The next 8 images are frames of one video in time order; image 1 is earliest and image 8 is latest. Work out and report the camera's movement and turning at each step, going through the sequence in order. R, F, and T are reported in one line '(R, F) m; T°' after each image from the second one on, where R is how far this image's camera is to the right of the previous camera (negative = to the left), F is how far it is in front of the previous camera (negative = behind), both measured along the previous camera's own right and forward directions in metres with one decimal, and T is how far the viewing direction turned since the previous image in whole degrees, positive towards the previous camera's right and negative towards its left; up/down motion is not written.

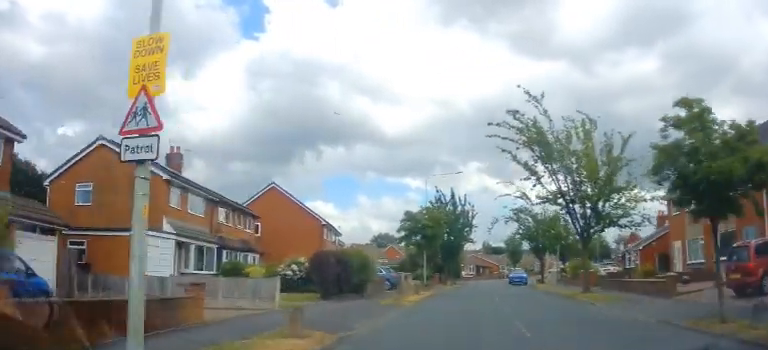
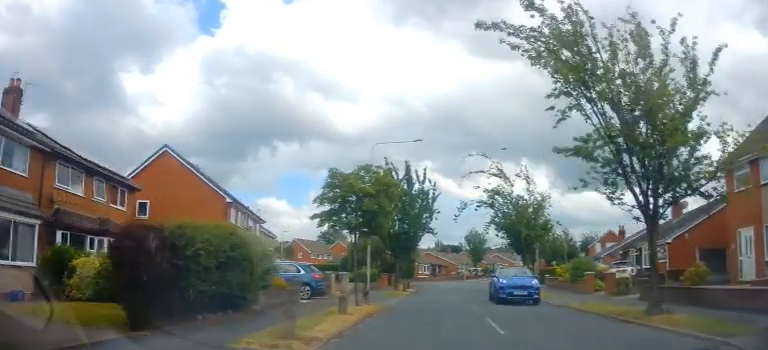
(+0.7, +10.6) m; +6°
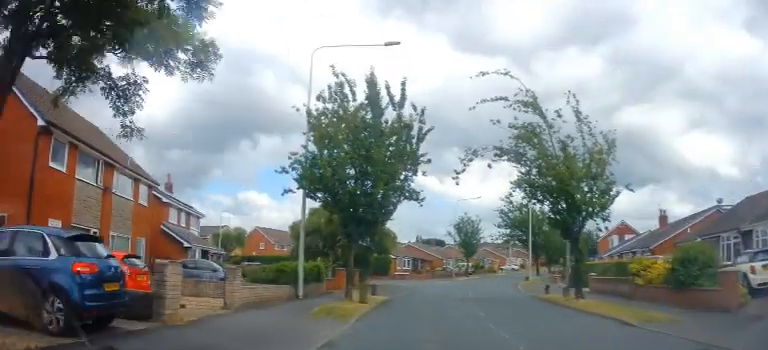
(+0.9, +13.9) m; +3°
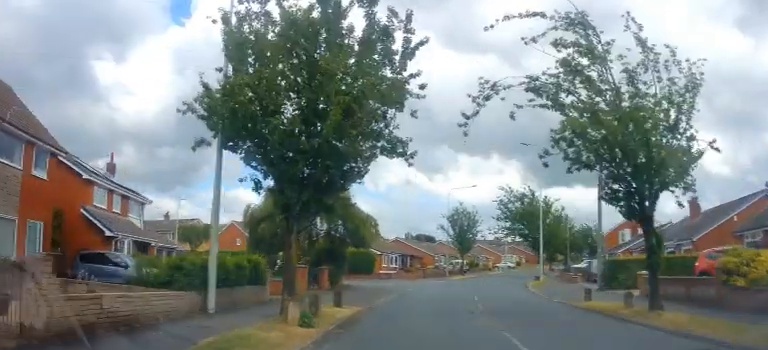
(-0.2, +7.2) m; -1°
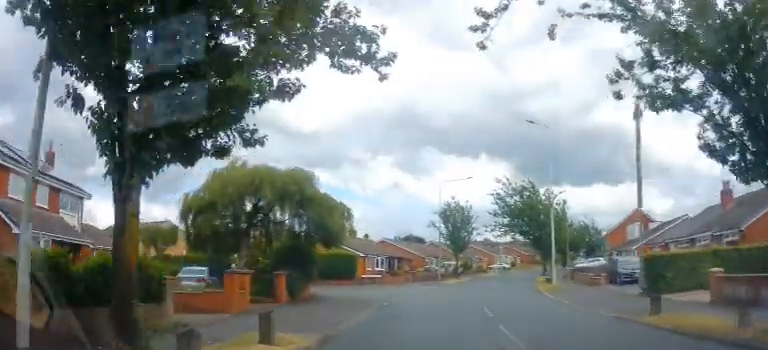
(-0.4, +5.9) m; +3°
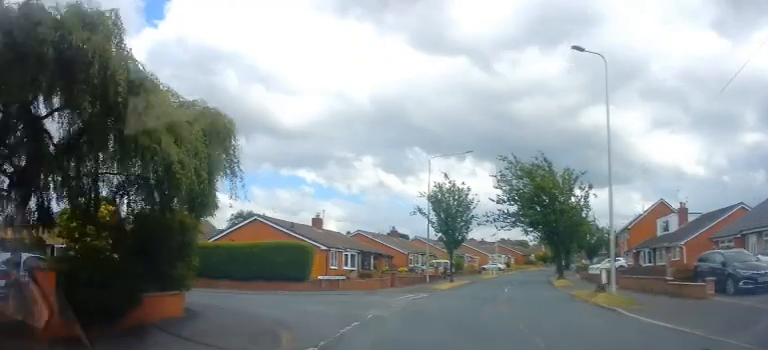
(+1.0, +11.1) m; +4°
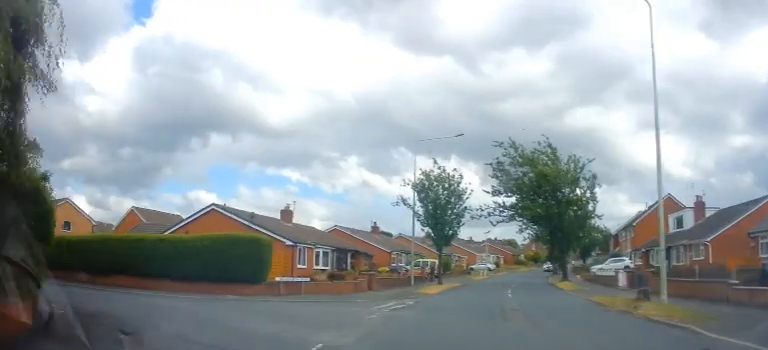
(-0.3, +5.3) m; +1°
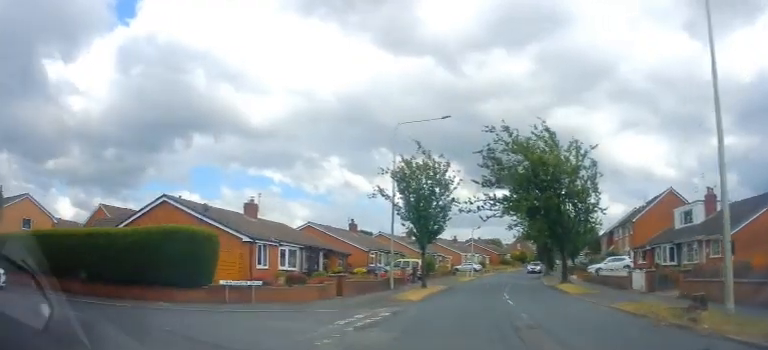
(+0.3, +4.2) m; +3°
